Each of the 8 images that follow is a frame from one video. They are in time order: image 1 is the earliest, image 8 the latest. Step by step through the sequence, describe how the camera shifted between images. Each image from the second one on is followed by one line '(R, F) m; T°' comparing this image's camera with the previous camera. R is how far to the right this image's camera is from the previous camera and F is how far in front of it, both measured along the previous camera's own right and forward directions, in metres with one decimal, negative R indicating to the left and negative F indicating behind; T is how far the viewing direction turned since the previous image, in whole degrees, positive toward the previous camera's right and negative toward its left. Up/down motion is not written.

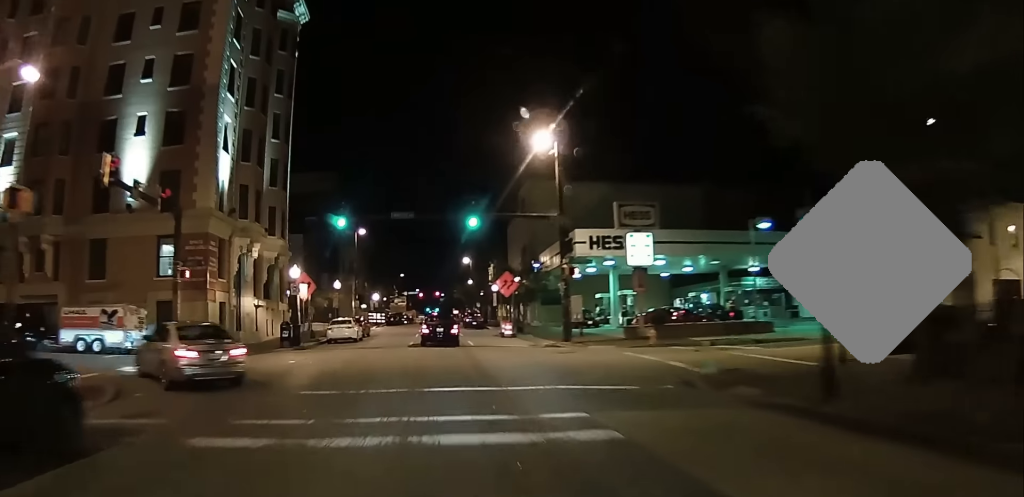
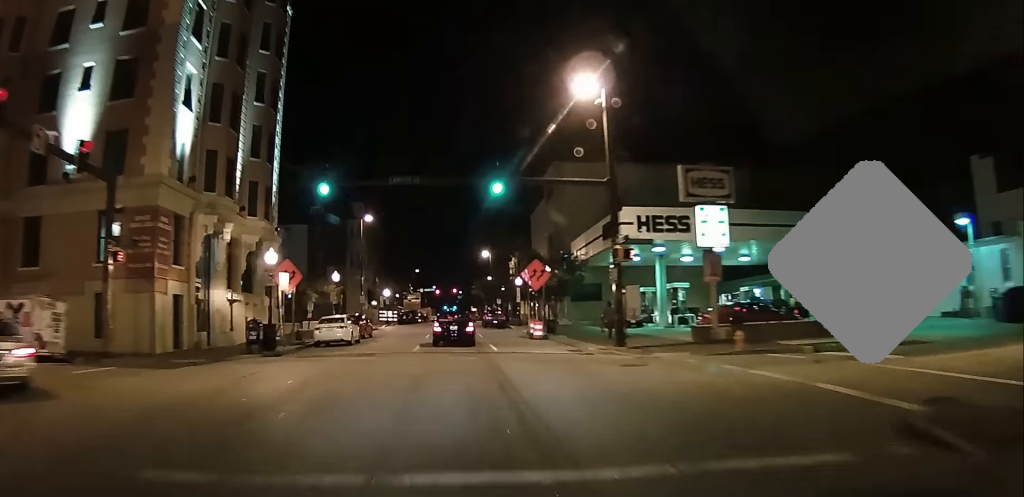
(0.0, +7.9) m; 0°
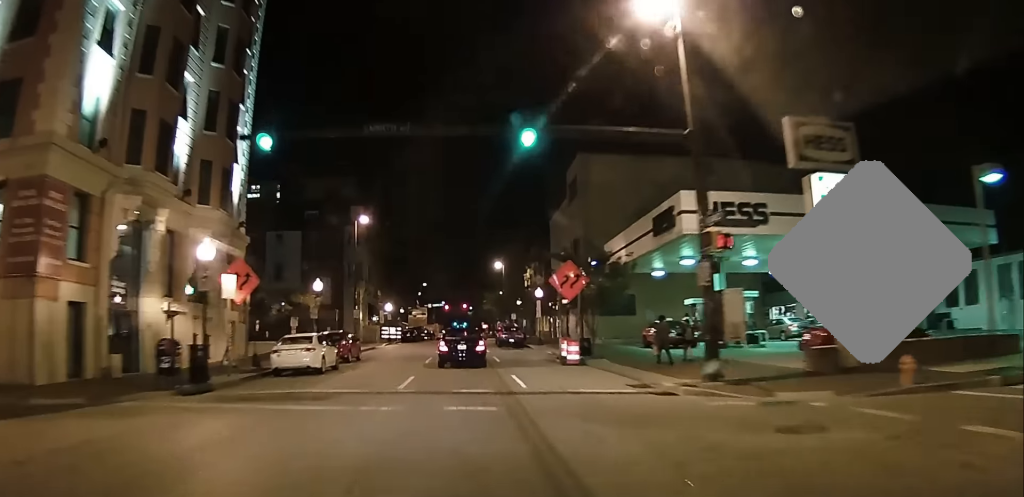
(0.0, +9.3) m; 0°
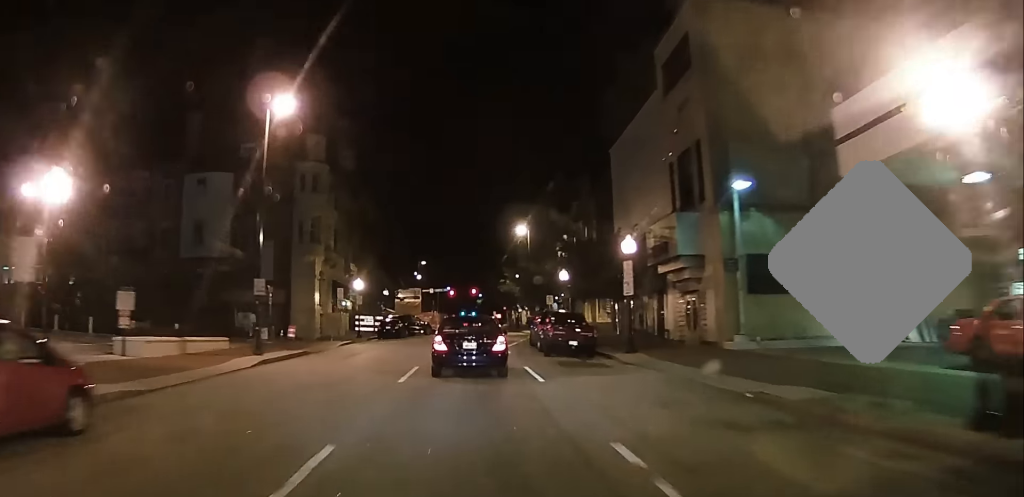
(-0.2, +29.0) m; 0°
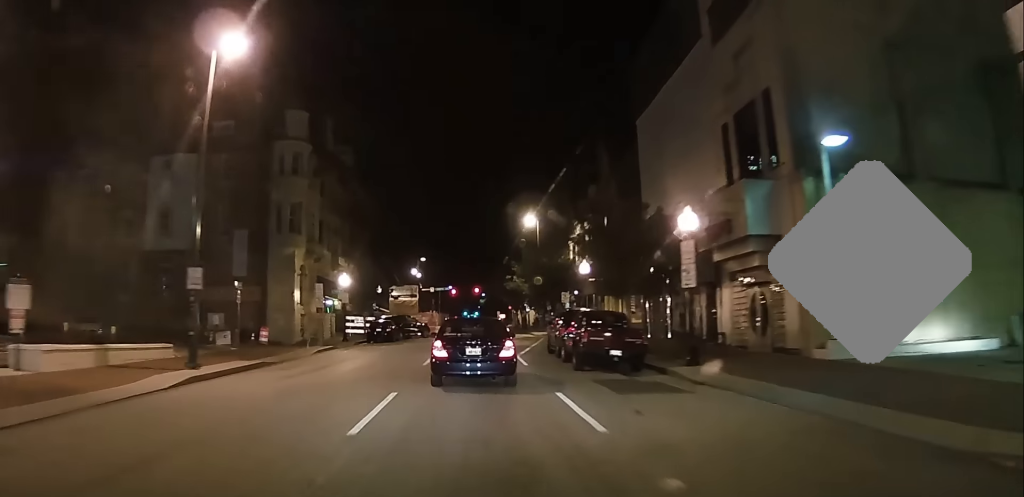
(0.0, +7.3) m; +1°
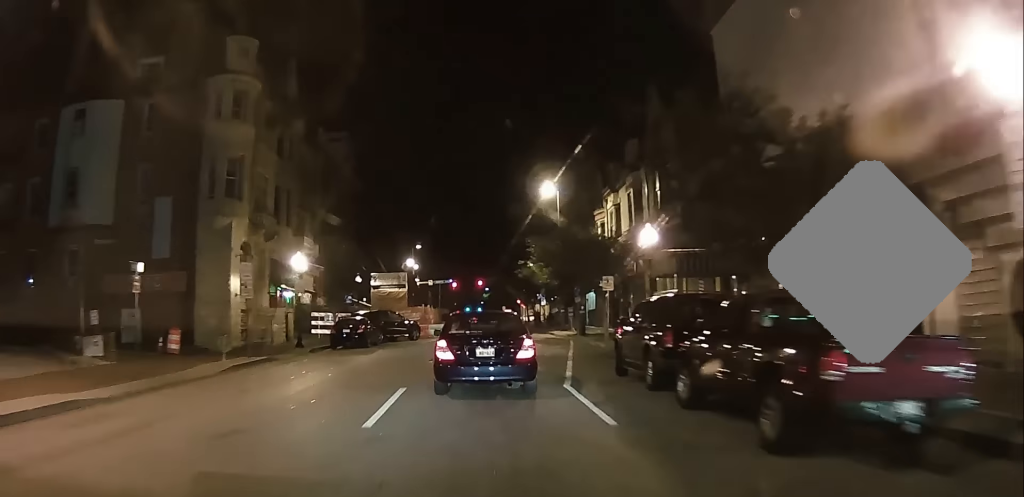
(+0.4, +13.7) m; +2°
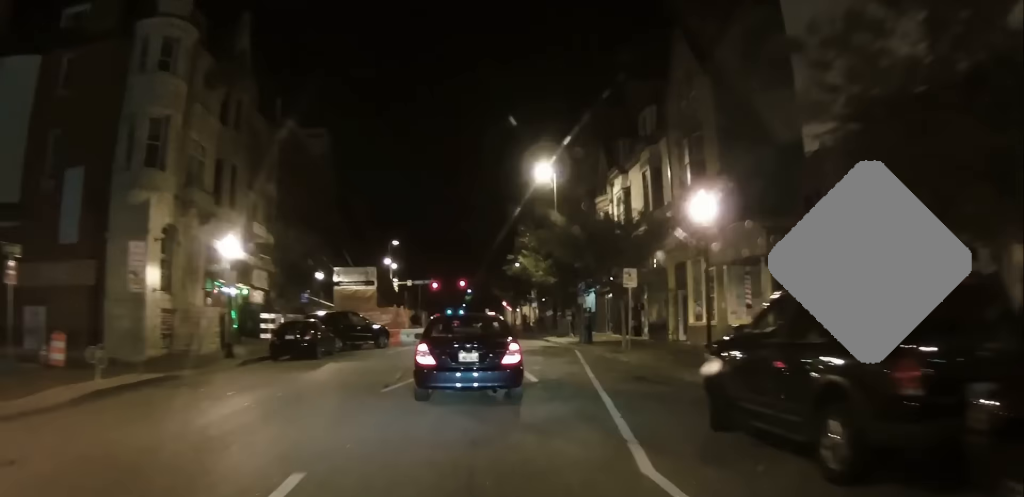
(+0.1, +7.6) m; +3°
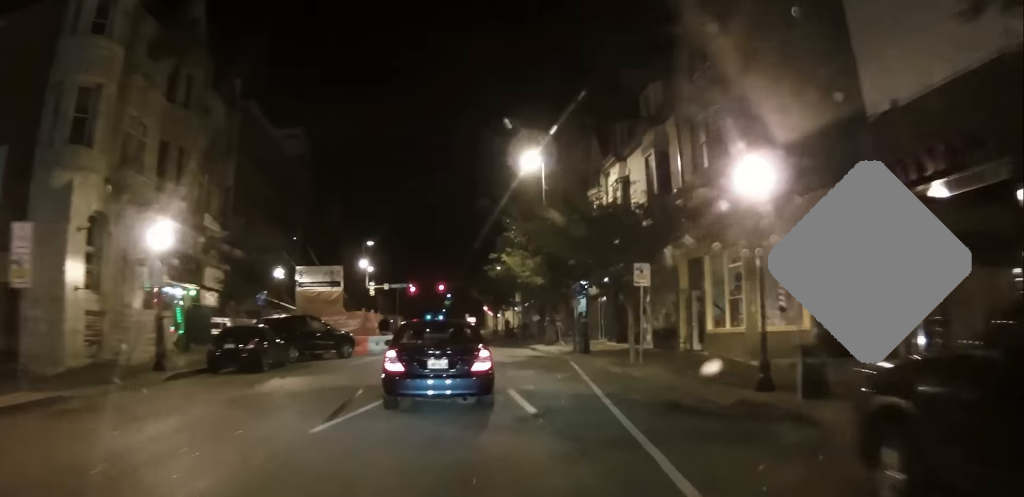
(0.0, +4.7) m; +3°
